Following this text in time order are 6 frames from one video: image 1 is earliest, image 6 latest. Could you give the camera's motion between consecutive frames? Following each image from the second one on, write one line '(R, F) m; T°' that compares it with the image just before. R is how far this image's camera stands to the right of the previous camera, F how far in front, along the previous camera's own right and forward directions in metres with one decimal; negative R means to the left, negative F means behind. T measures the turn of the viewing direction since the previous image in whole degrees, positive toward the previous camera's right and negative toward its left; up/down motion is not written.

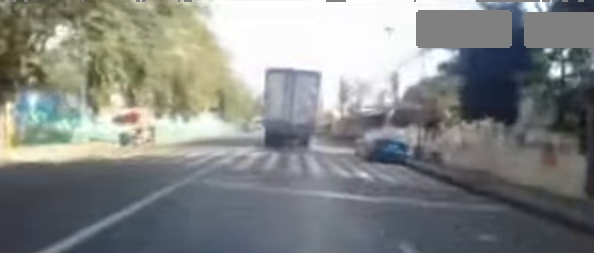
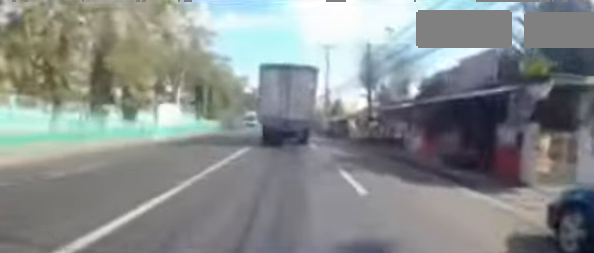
(+0.7, +12.7) m; +3°
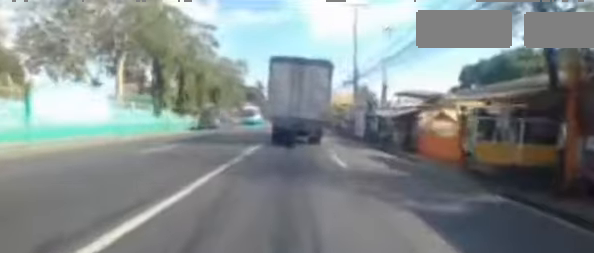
(-0.8, +16.1) m; -1°
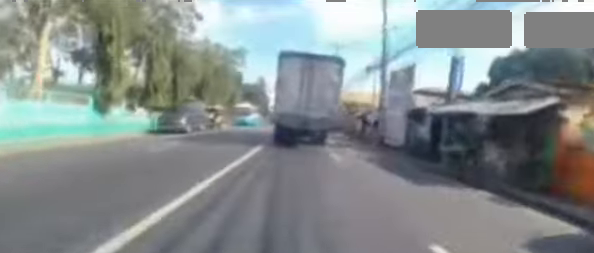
(+0.5, +9.1) m; +2°
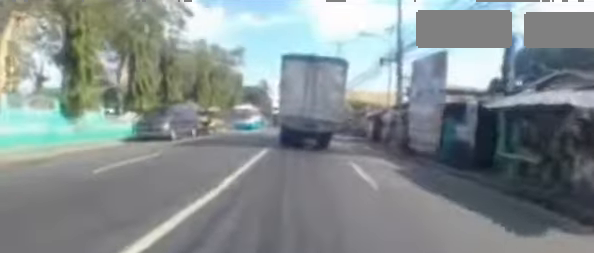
(-0.2, +3.2) m; -1°
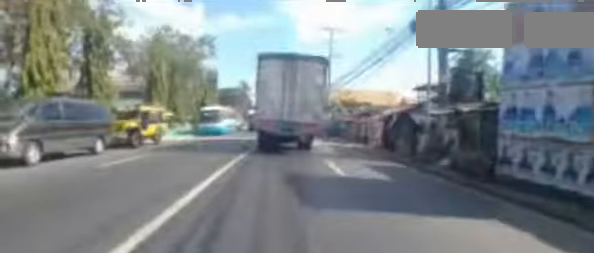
(-0.2, +8.1) m; 0°
